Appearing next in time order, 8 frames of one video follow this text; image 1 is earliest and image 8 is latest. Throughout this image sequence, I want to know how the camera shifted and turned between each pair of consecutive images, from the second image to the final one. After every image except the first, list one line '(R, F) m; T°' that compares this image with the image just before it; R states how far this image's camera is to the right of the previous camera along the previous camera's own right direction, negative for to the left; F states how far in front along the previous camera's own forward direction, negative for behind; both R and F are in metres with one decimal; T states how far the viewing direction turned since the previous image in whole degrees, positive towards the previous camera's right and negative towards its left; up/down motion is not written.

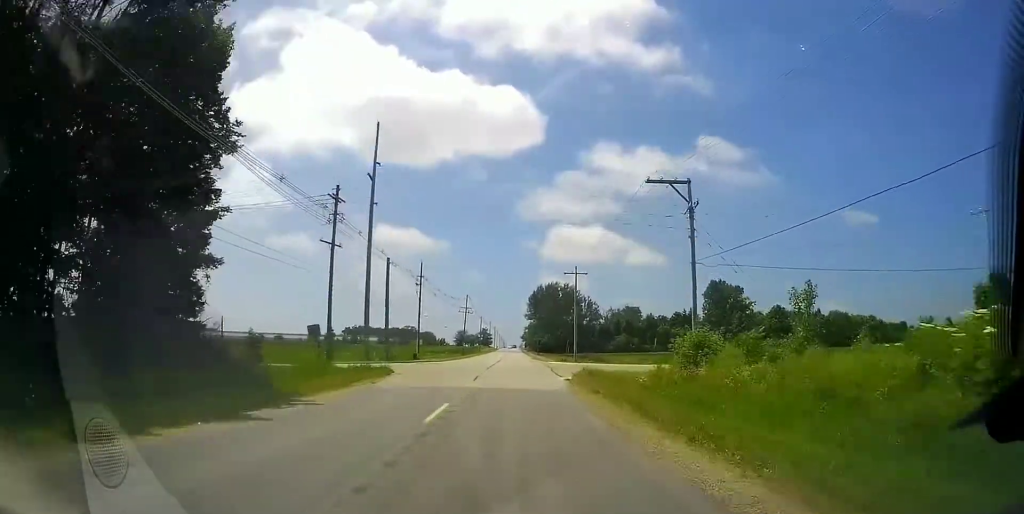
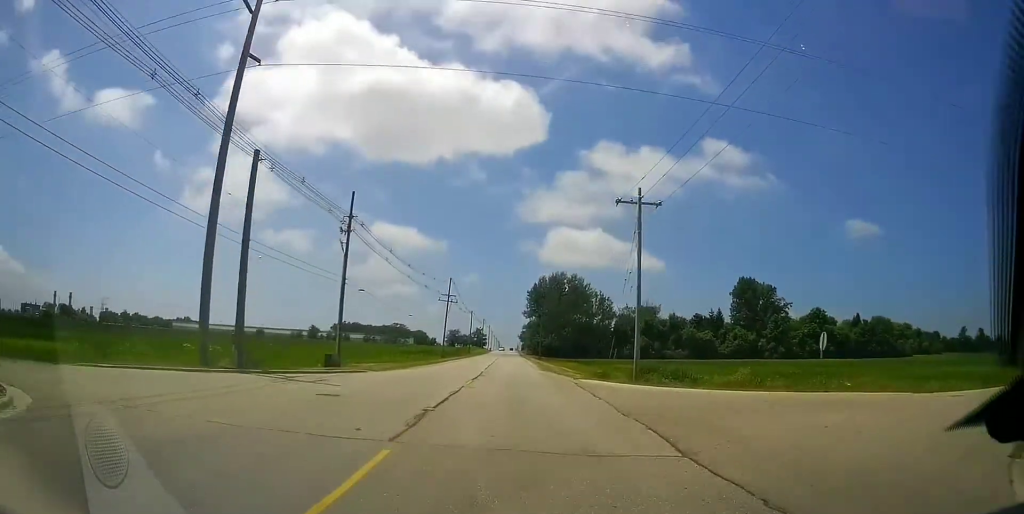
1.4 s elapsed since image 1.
(+0.7, +31.5) m; +1°
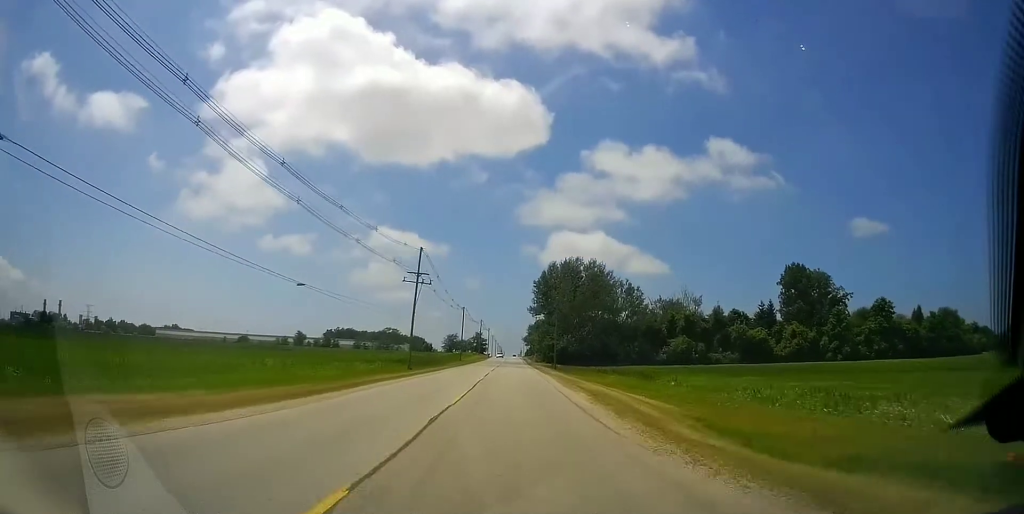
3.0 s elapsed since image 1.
(-0.8, +35.1) m; -1°
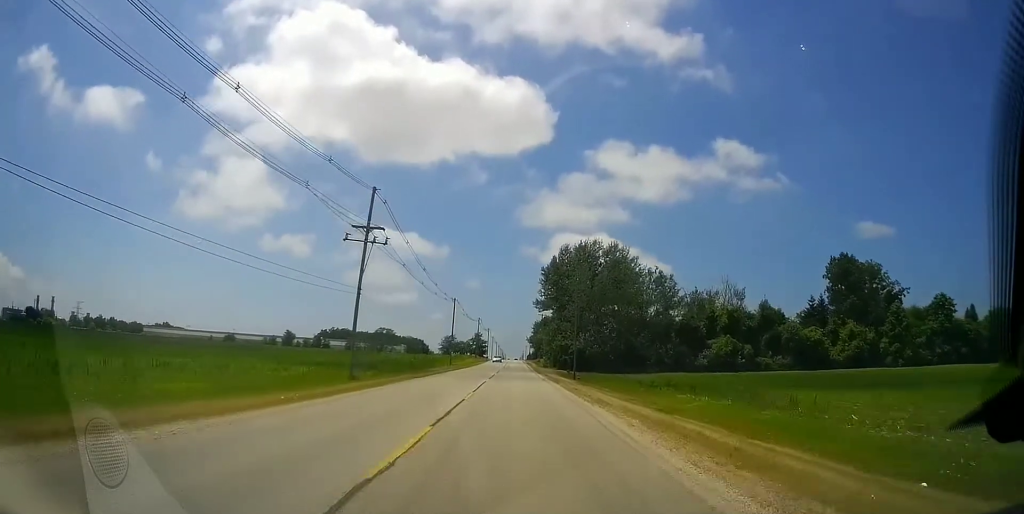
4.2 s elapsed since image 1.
(0.0, +24.9) m; +1°
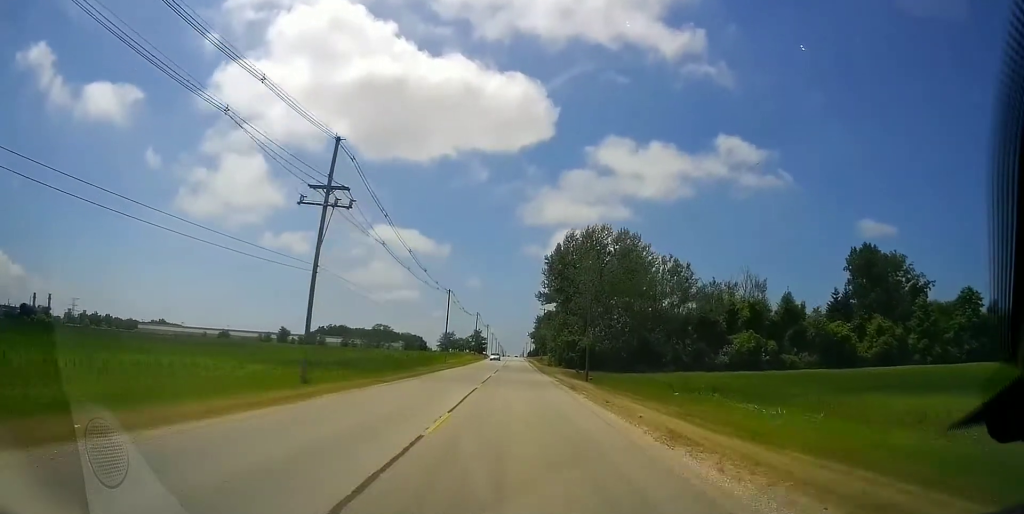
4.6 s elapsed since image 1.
(0.0, +9.6) m; 0°
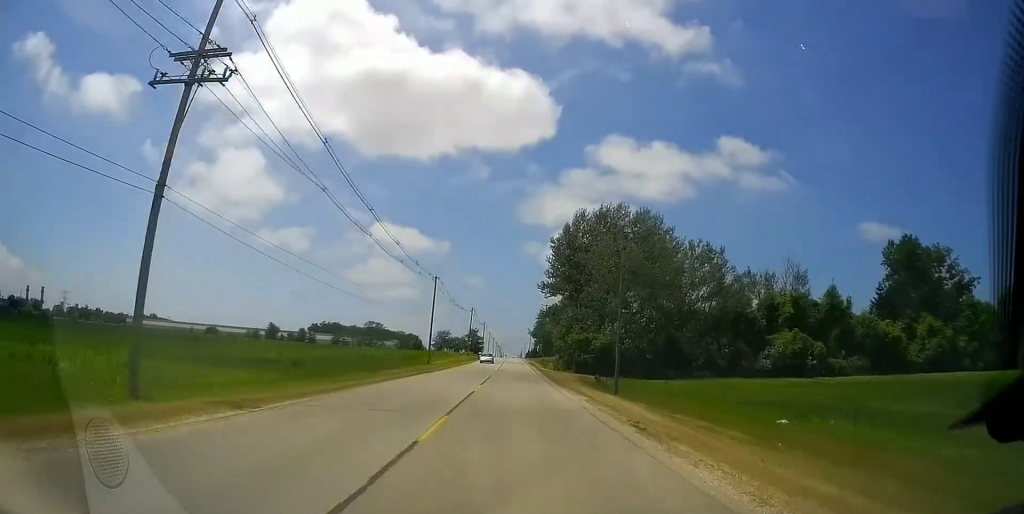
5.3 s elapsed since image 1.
(+0.4, +15.5) m; 0°
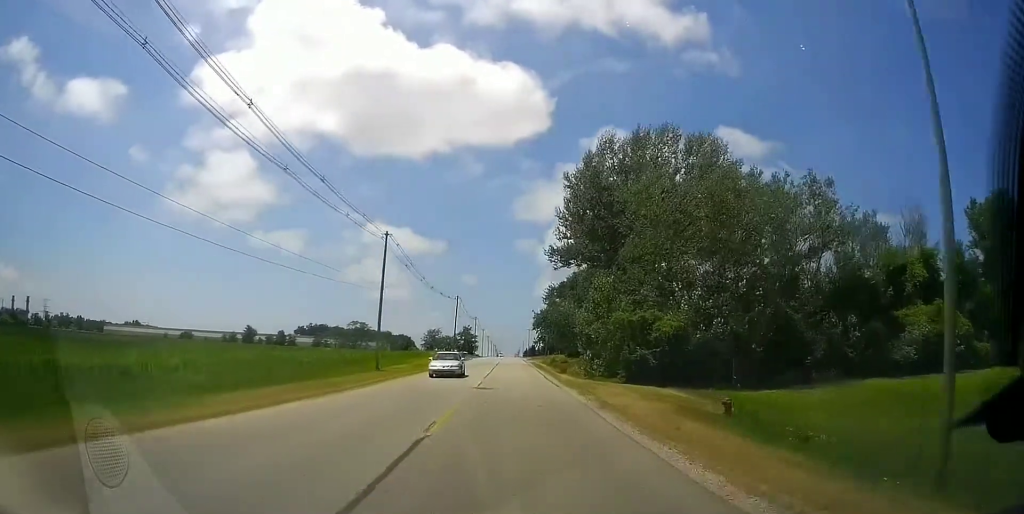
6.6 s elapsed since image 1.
(-0.4, +28.9) m; -1°
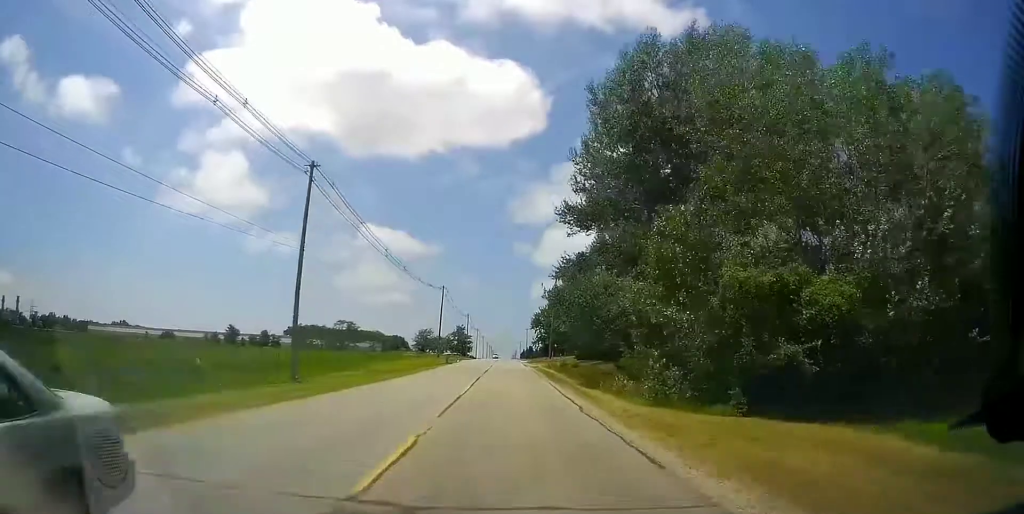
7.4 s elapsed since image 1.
(0.0, +18.6) m; 0°
